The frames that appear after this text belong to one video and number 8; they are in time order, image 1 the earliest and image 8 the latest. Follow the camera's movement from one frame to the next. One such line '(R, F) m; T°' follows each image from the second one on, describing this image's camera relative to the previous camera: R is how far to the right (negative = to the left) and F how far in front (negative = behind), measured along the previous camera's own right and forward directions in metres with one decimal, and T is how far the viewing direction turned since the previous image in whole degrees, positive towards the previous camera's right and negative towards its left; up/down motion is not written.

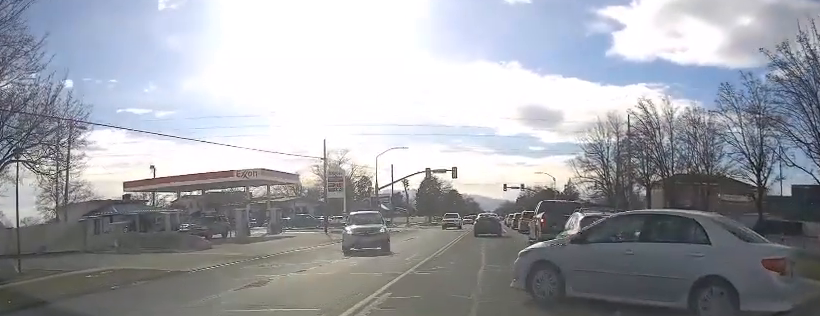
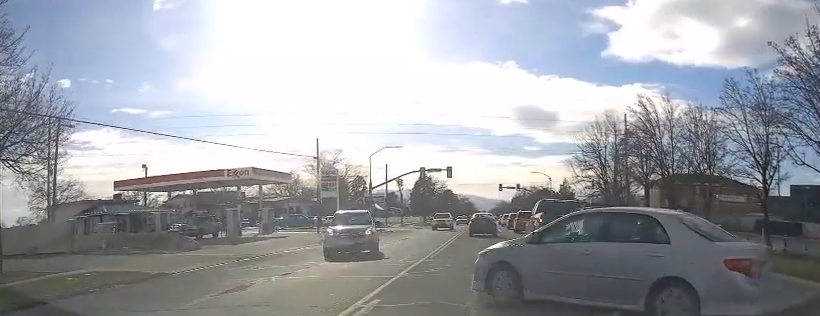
(0.0, +1.8) m; +1°
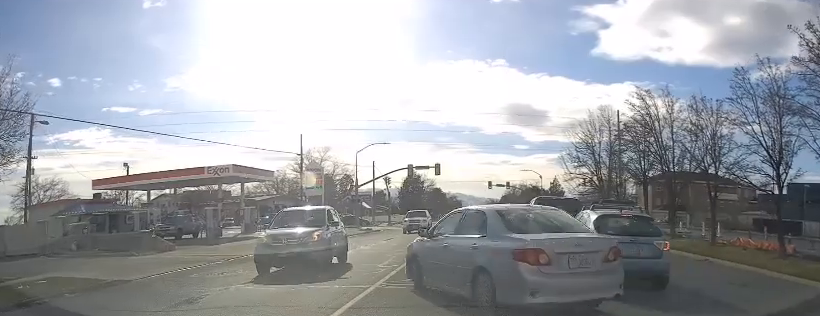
(+0.1, +2.9) m; +4°
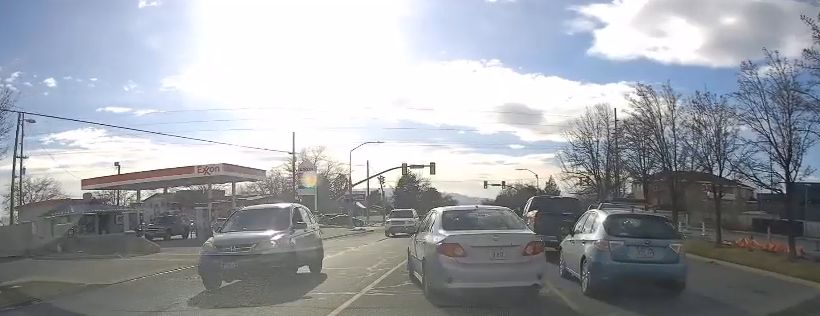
(0.0, +0.9) m; +1°
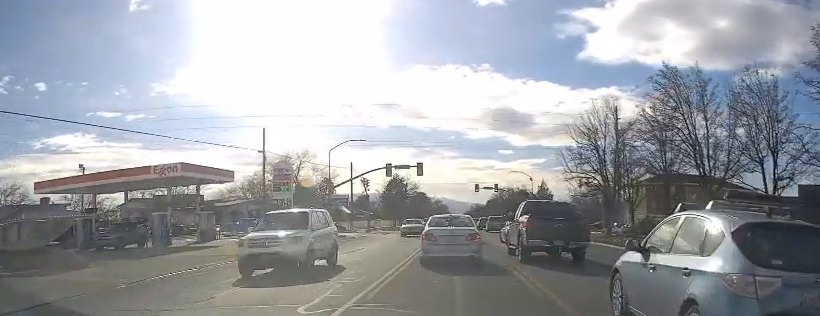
(0.0, +4.4) m; 0°
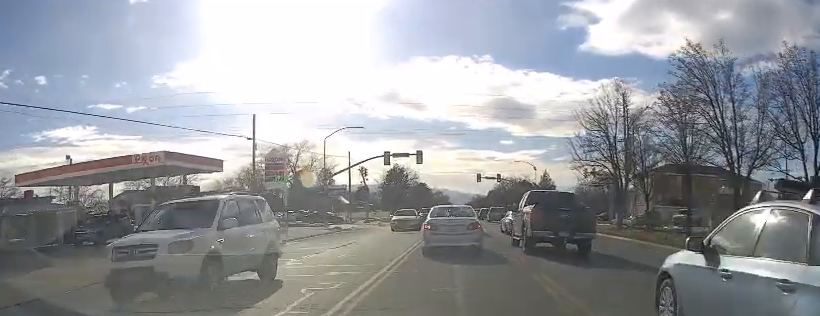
(0.0, +1.4) m; 0°
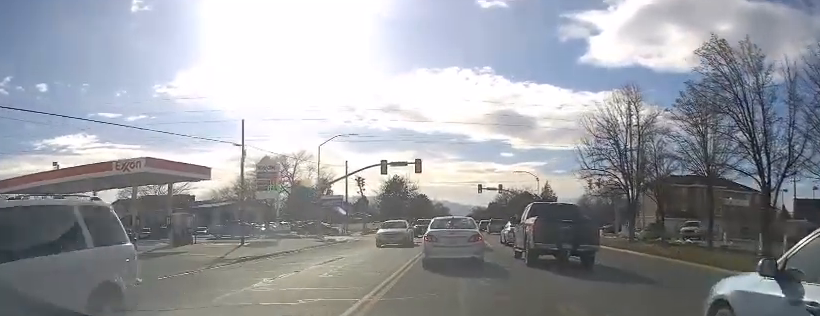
(0.0, +1.7) m; 0°
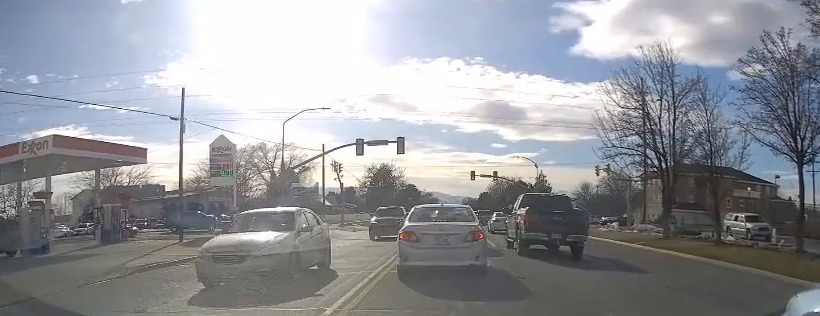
(0.0, +7.2) m; 0°
